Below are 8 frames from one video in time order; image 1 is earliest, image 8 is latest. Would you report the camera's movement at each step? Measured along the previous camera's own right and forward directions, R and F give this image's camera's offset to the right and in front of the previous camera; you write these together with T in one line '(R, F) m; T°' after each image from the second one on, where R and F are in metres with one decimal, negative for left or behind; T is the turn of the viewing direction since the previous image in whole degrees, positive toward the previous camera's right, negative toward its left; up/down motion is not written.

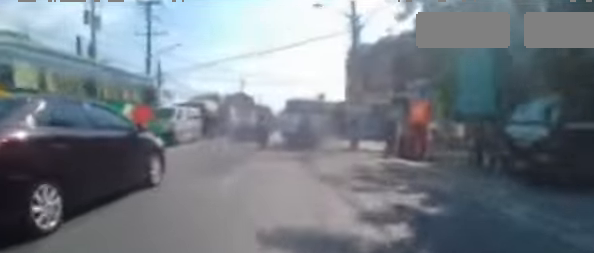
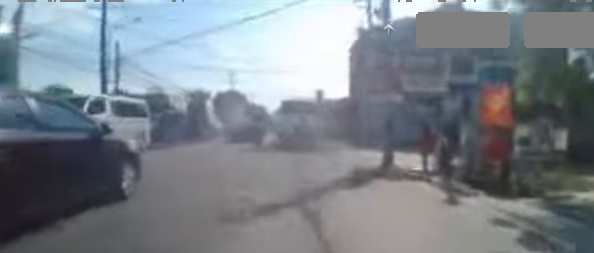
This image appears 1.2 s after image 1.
(0.0, +5.8) m; +4°
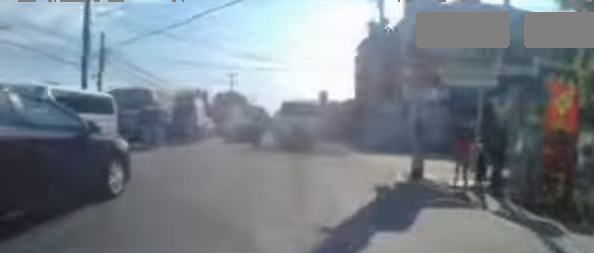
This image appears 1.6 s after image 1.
(0.0, +2.3) m; +1°
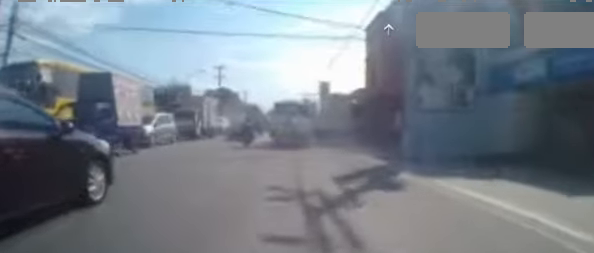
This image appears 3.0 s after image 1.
(0.0, +7.4) m; -5°
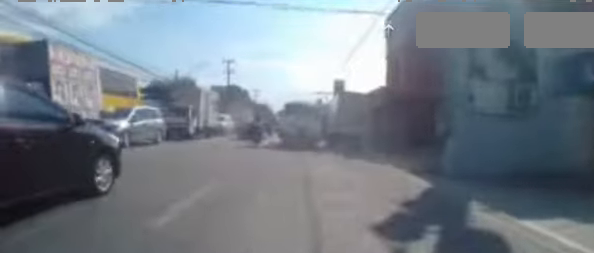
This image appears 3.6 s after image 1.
(-0.1, +3.2) m; -2°
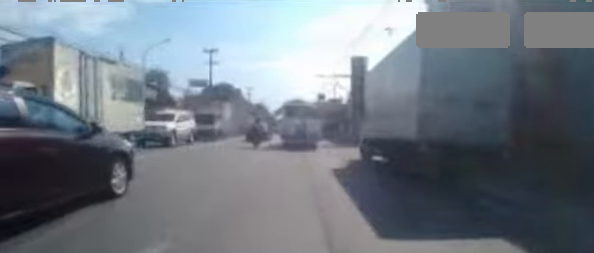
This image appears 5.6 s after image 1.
(+0.7, +11.1) m; +7°
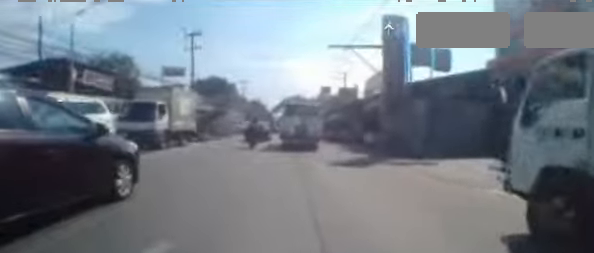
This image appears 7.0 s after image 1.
(+0.2, +8.7) m; +4°
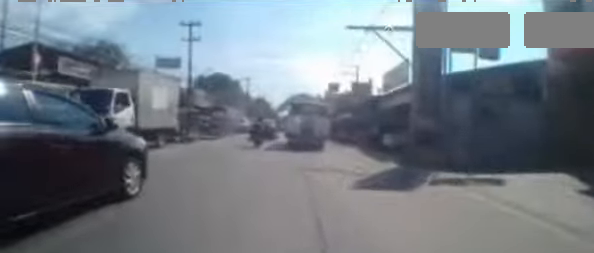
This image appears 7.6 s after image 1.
(0.0, +3.5) m; +2°
